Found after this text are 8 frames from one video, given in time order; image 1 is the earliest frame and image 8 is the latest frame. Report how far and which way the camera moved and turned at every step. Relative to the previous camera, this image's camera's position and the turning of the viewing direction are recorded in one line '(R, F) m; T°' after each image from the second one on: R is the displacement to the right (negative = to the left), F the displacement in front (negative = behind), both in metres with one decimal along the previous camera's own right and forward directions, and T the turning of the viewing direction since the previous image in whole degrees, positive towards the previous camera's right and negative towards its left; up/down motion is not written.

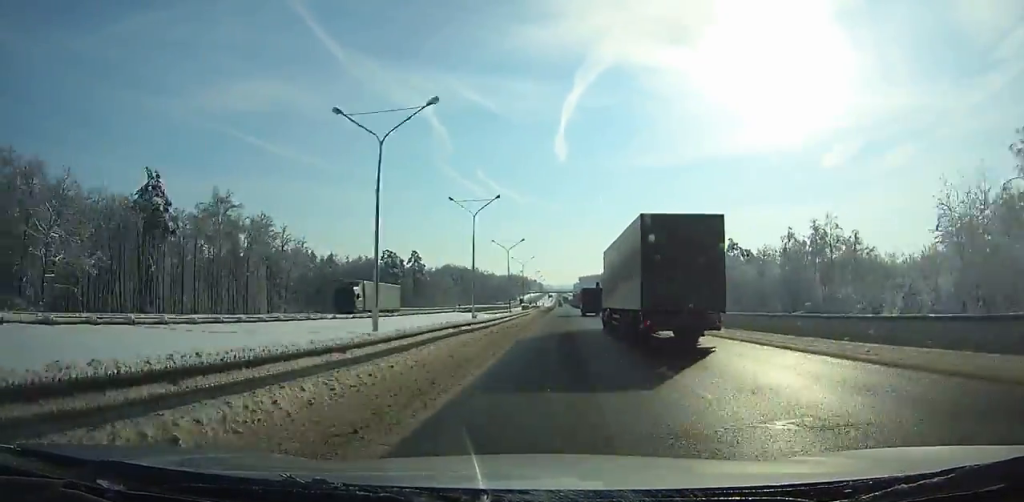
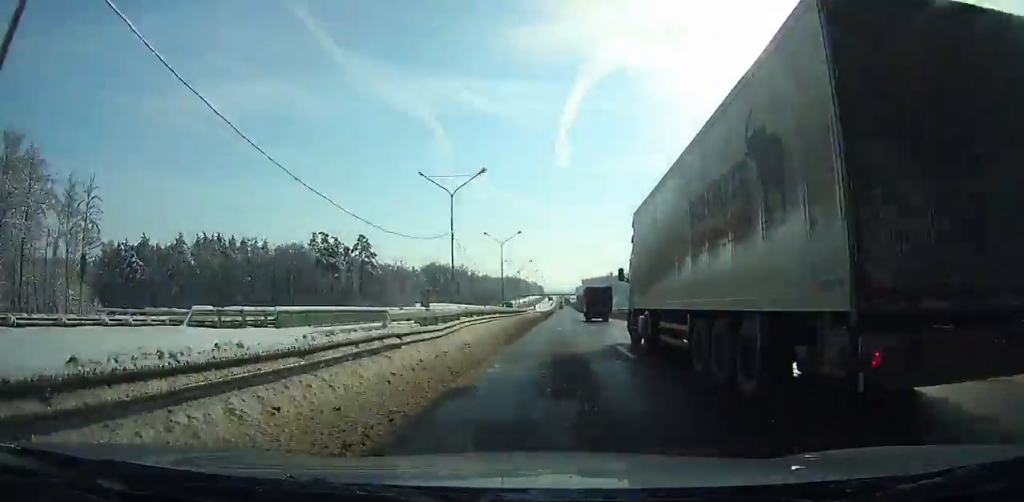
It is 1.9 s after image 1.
(+0.1, +57.8) m; 0°
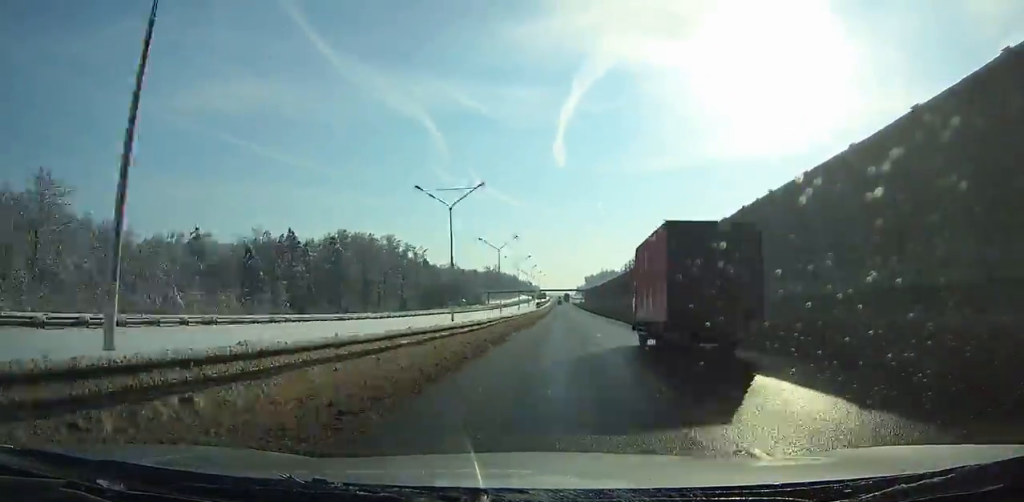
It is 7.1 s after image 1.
(-0.1, +160.4) m; 0°
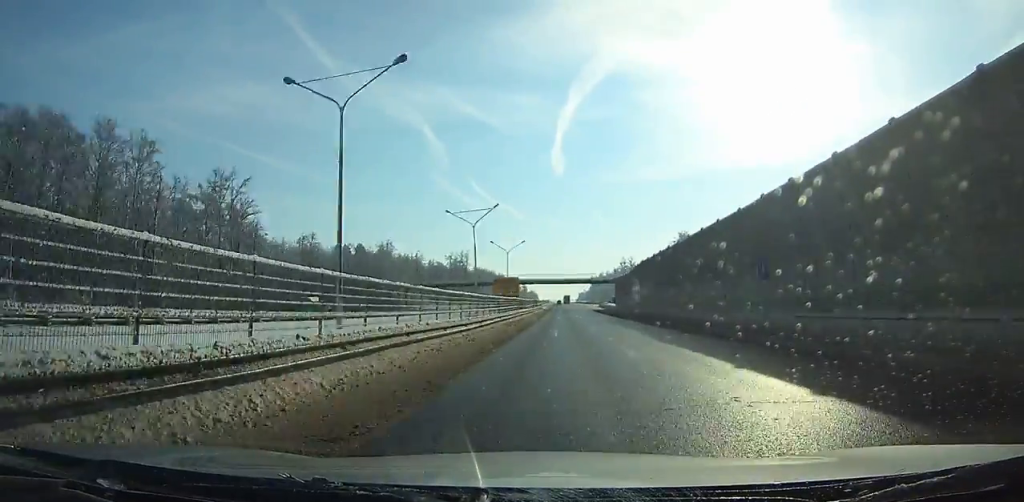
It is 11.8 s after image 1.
(-0.4, +147.5) m; 0°
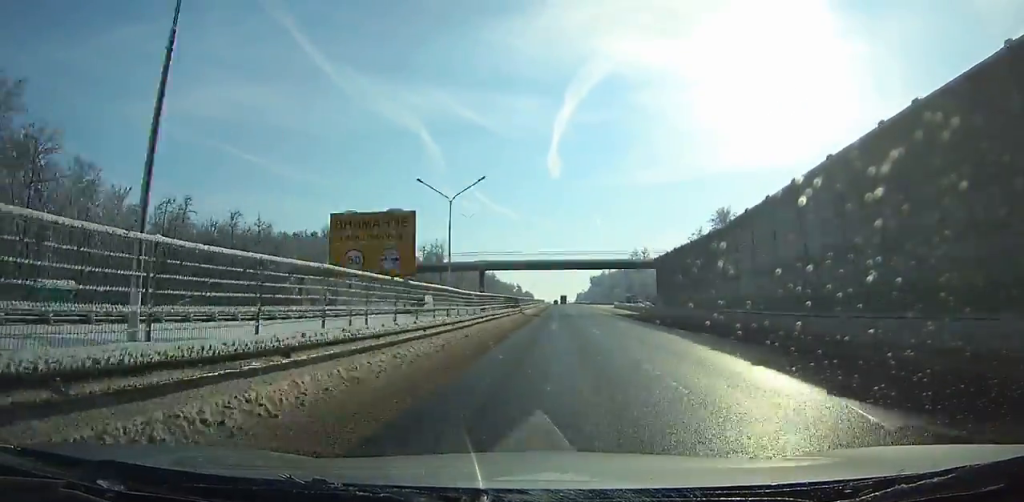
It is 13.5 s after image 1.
(0.0, +53.8) m; 0°
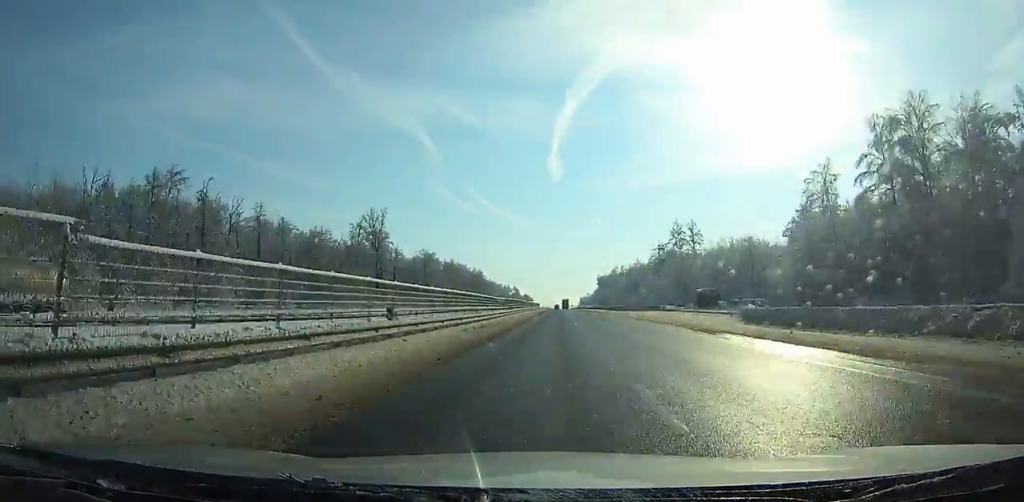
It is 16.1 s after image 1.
(+0.3, +82.5) m; 0°
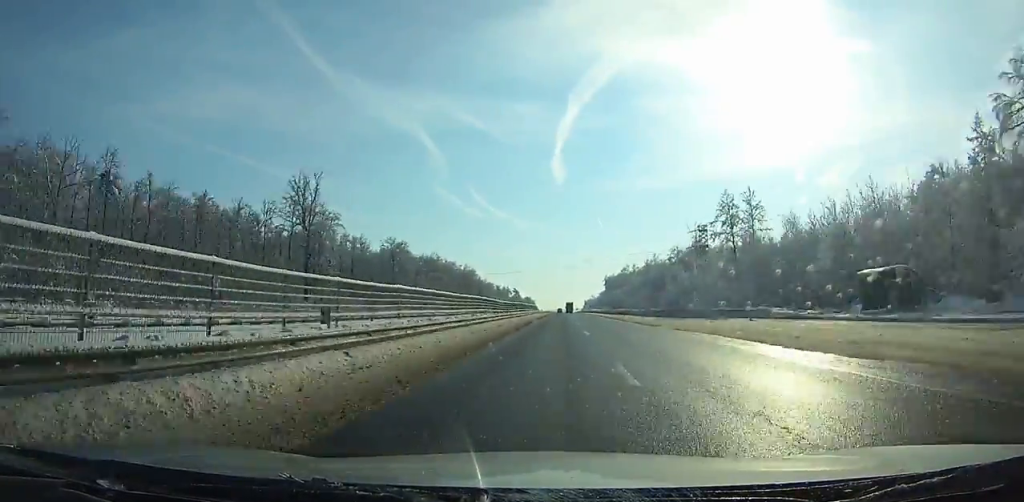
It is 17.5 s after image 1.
(-0.1, +44.6) m; 0°
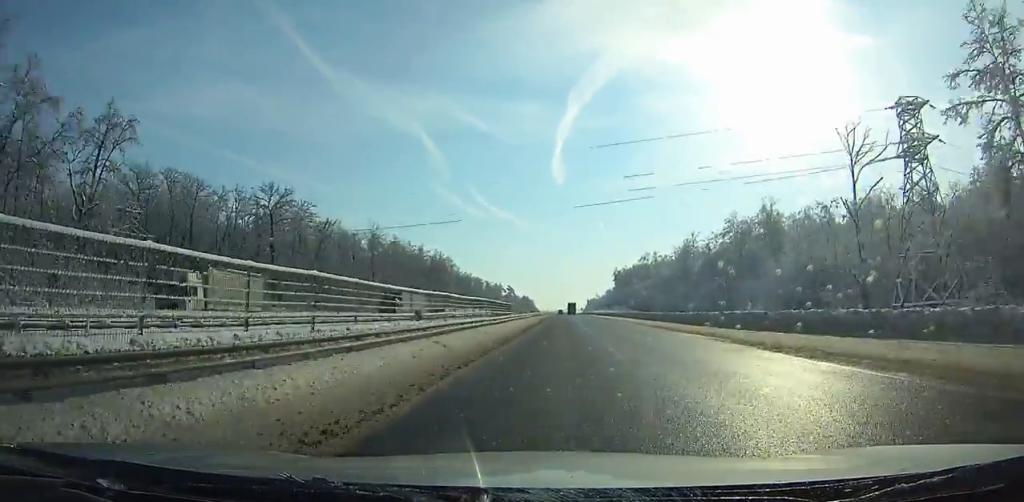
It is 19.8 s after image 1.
(-0.2, +73.3) m; 0°
